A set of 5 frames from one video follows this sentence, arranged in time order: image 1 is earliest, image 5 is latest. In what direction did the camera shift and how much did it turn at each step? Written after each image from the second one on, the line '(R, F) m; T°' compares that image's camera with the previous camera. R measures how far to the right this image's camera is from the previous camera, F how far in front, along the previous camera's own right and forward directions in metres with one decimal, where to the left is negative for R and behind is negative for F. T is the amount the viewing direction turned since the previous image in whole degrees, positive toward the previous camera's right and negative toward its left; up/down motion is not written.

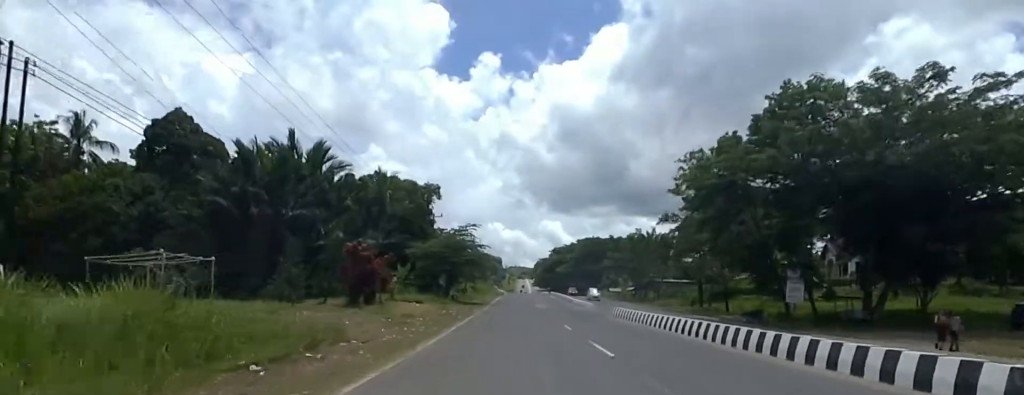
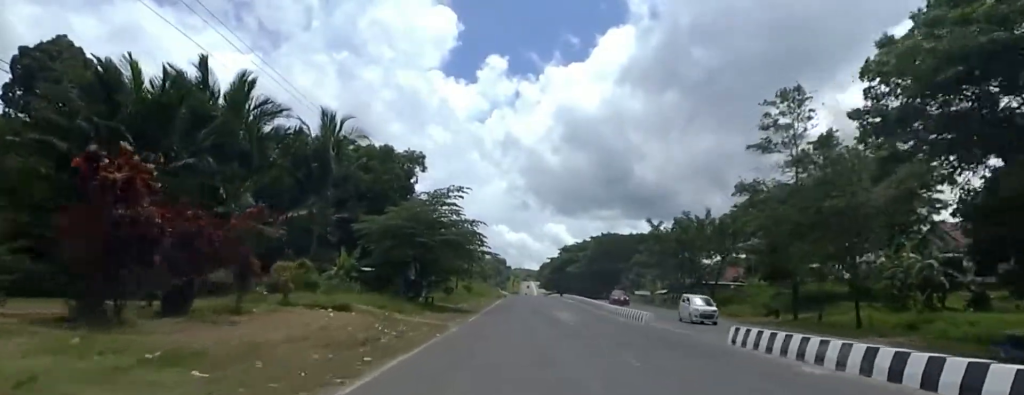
(-1.6, +19.8) m; -5°
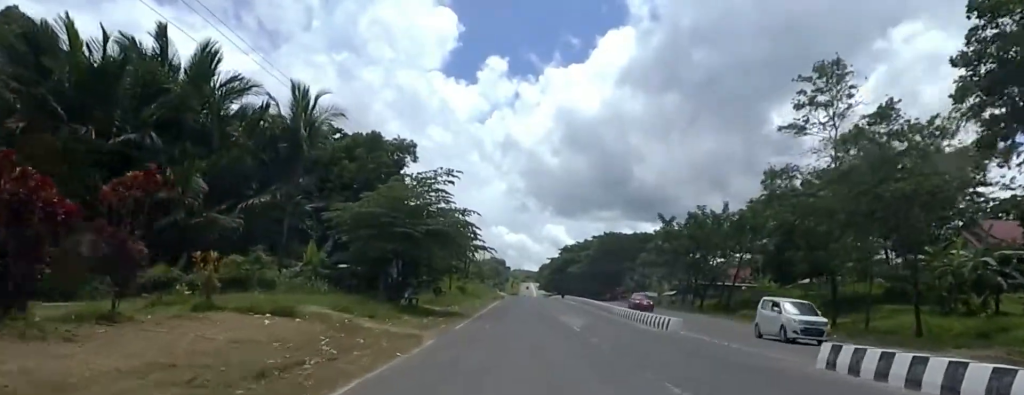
(0.0, +5.3) m; 0°
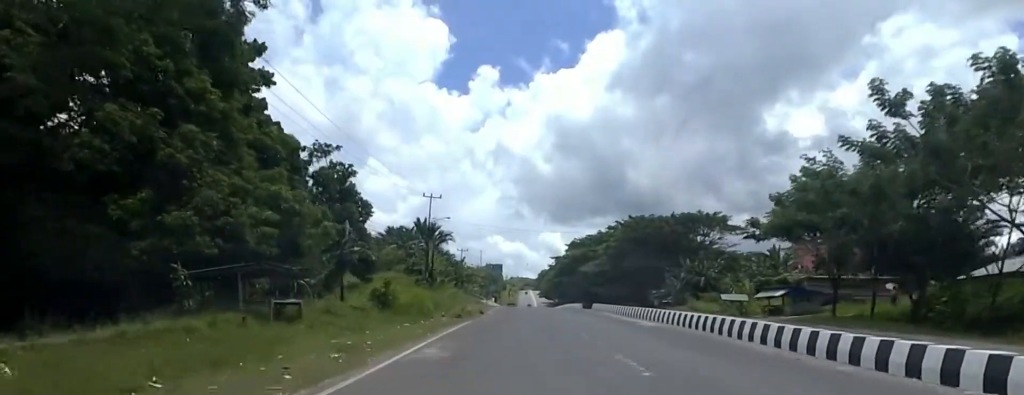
(+0.5, +35.3) m; 0°
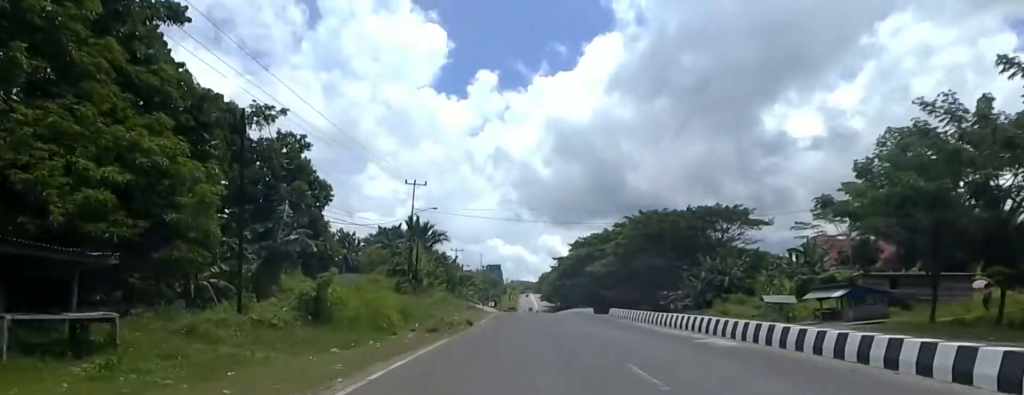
(0.0, +8.9) m; 0°
